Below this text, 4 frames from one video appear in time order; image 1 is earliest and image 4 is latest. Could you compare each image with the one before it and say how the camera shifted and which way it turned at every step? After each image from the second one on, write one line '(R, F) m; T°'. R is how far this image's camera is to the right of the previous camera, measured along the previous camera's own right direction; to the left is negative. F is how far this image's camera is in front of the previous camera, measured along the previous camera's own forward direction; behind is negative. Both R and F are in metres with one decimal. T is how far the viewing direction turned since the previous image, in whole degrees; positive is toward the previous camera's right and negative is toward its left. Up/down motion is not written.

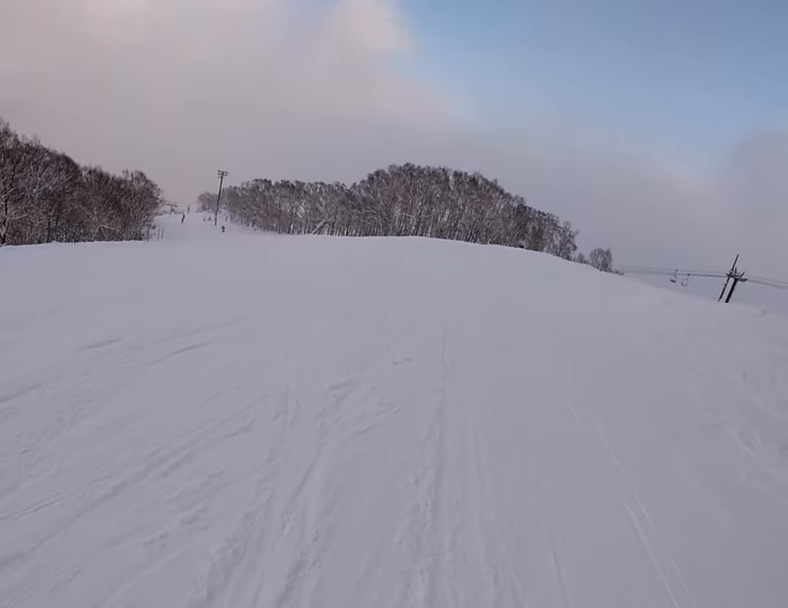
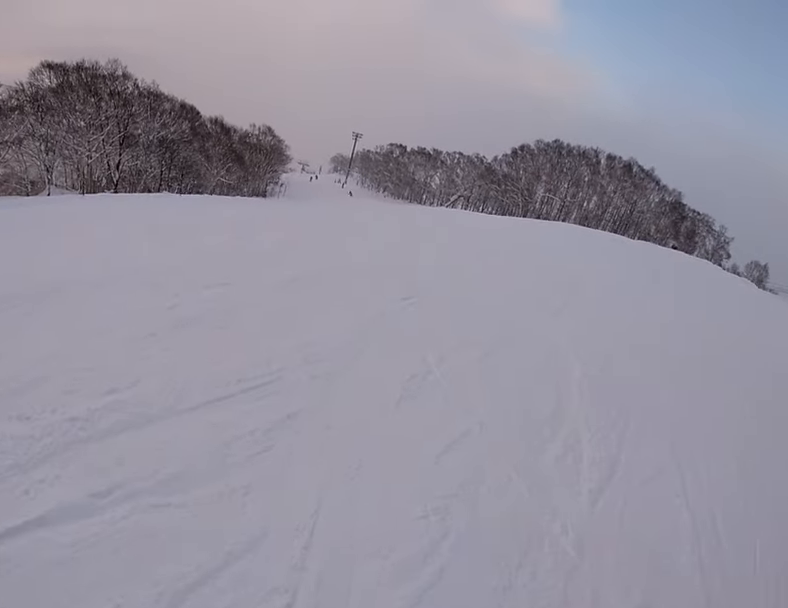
(+0.2, +4.4) m; -5°
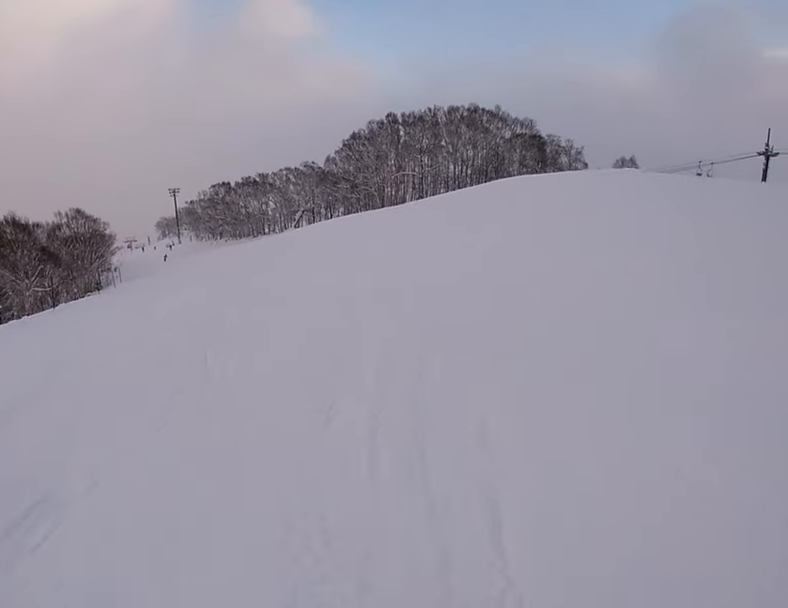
(+2.6, +8.9) m; +34°
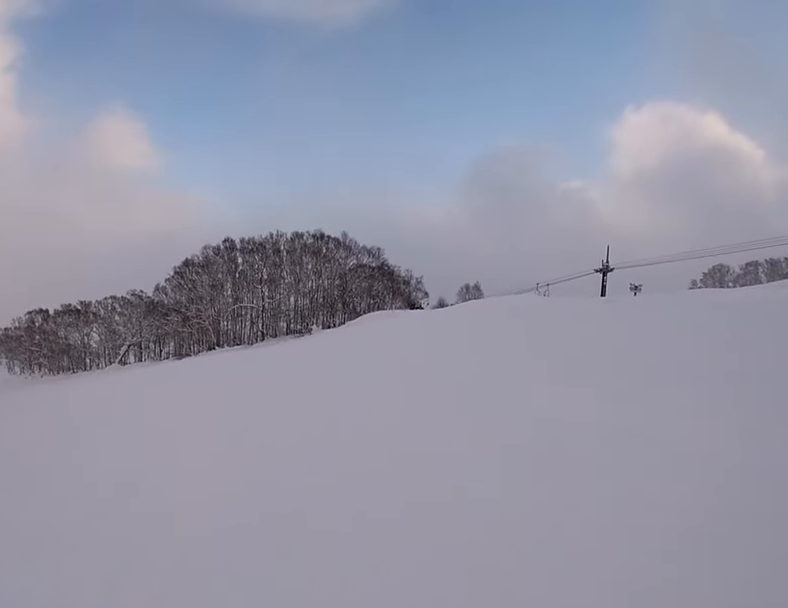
(+0.9, +8.6) m; +18°
